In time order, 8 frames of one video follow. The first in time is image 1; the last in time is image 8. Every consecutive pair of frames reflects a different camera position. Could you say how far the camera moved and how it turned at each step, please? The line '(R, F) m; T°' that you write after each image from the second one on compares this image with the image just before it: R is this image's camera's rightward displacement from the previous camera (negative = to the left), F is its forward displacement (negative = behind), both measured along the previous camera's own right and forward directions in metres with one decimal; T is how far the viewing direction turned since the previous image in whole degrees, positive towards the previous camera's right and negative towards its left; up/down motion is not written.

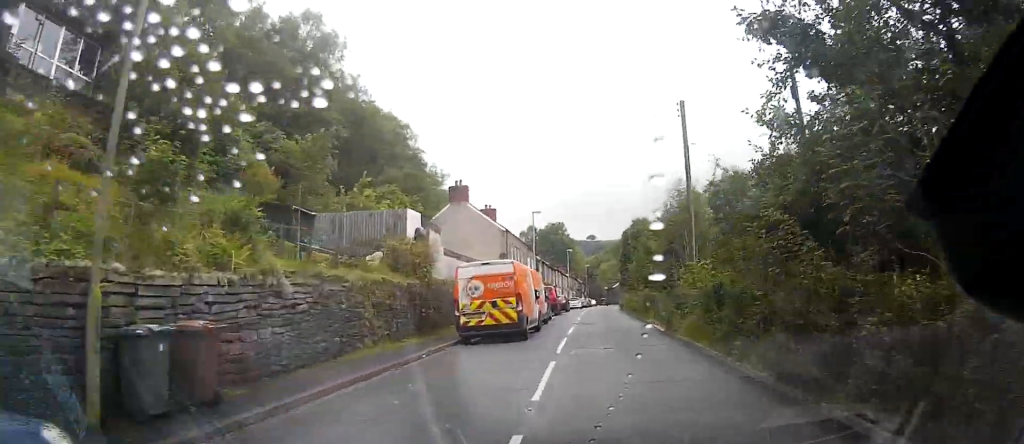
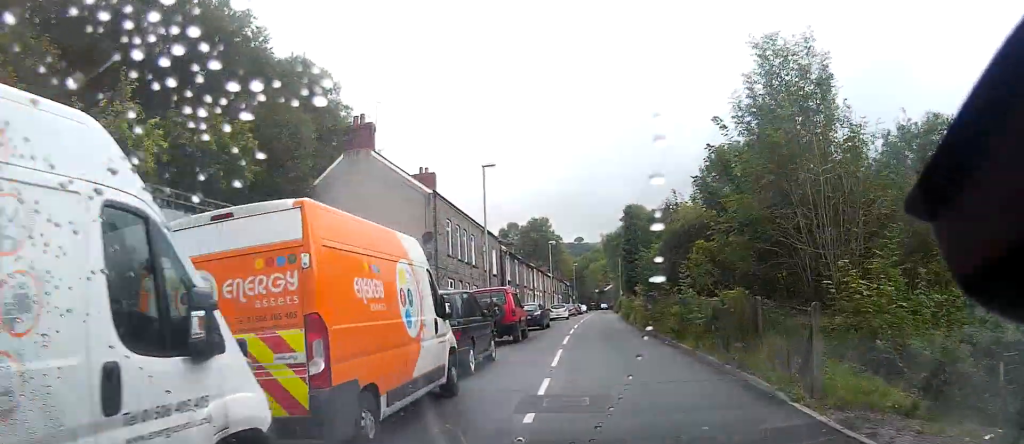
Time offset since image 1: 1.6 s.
(+1.0, +19.8) m; +5°
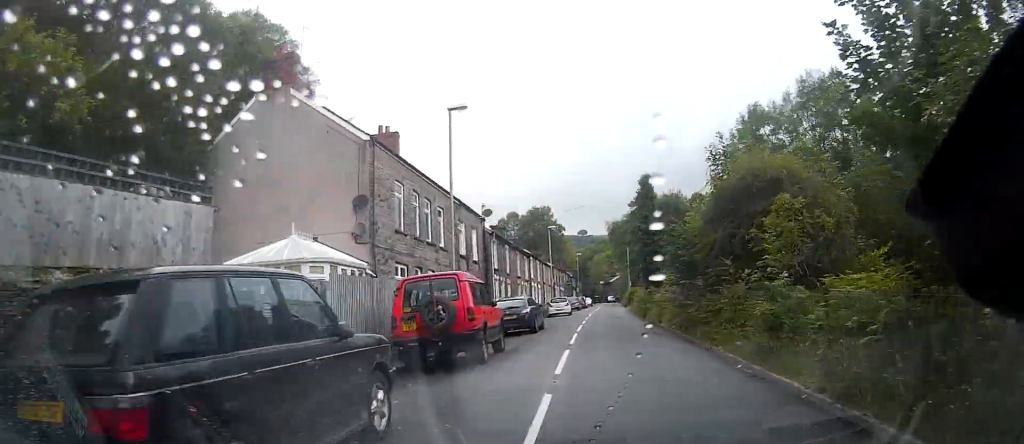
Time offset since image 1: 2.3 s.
(+0.1, +8.9) m; 0°
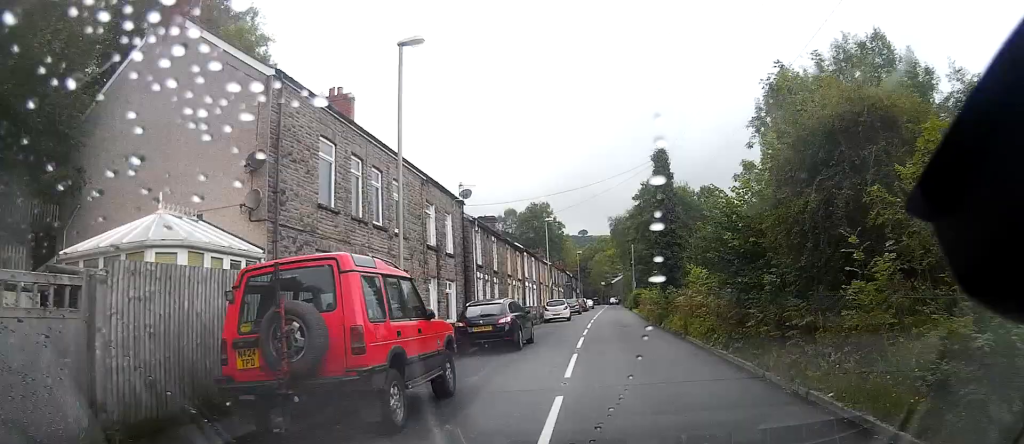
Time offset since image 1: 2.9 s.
(0.0, +6.4) m; 0°
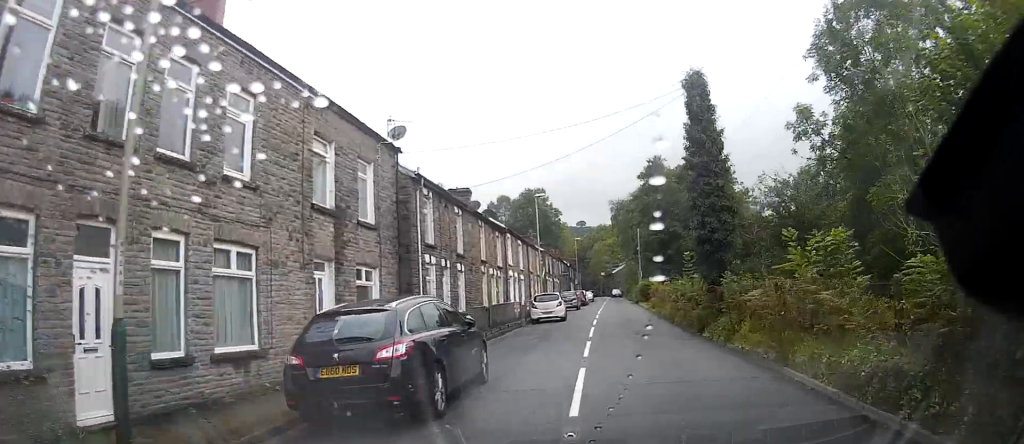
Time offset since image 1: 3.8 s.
(0.0, +10.4) m; 0°
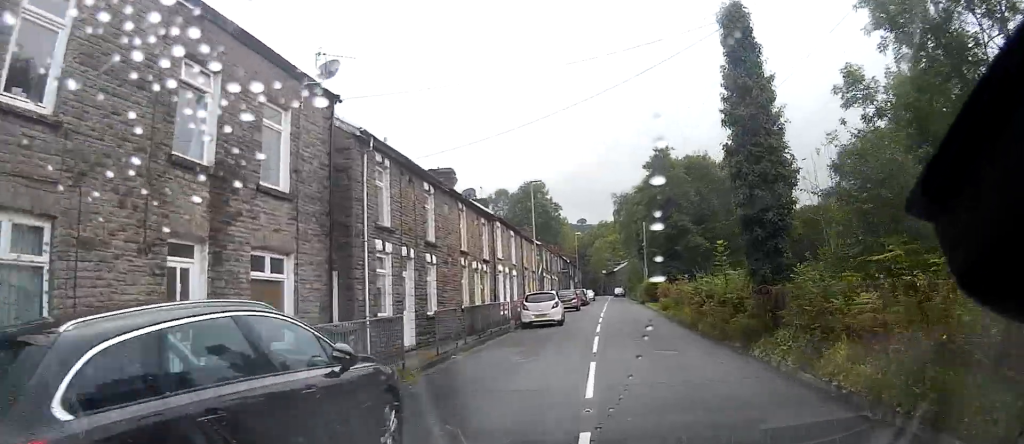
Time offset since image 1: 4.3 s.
(0.0, +5.9) m; 0°
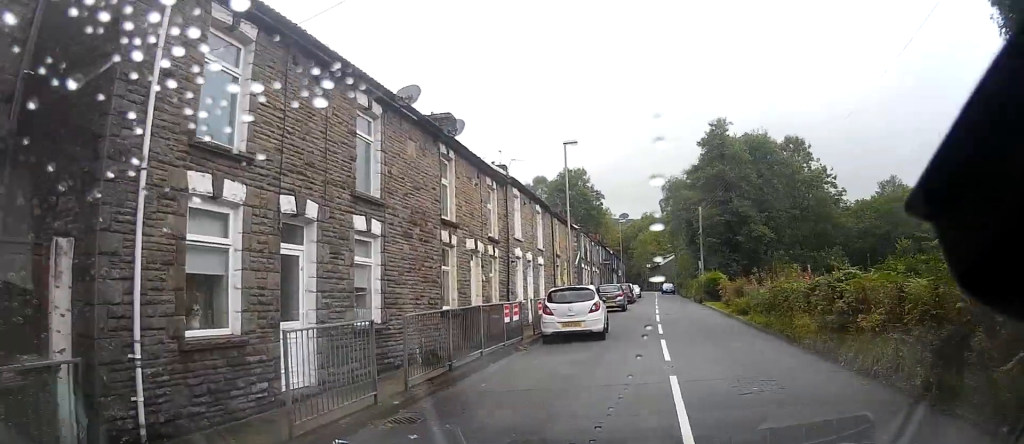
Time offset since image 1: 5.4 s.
(0.0, +10.6) m; +1°
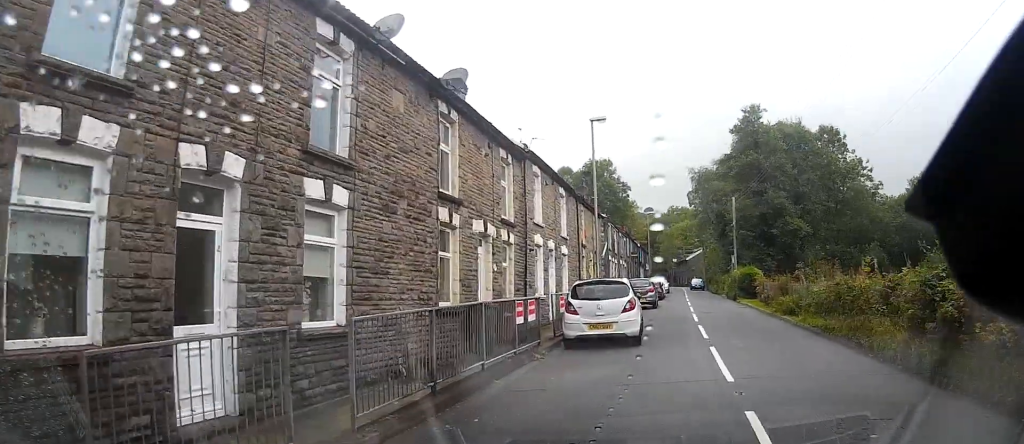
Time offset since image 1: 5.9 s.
(0.0, +3.7) m; +2°
